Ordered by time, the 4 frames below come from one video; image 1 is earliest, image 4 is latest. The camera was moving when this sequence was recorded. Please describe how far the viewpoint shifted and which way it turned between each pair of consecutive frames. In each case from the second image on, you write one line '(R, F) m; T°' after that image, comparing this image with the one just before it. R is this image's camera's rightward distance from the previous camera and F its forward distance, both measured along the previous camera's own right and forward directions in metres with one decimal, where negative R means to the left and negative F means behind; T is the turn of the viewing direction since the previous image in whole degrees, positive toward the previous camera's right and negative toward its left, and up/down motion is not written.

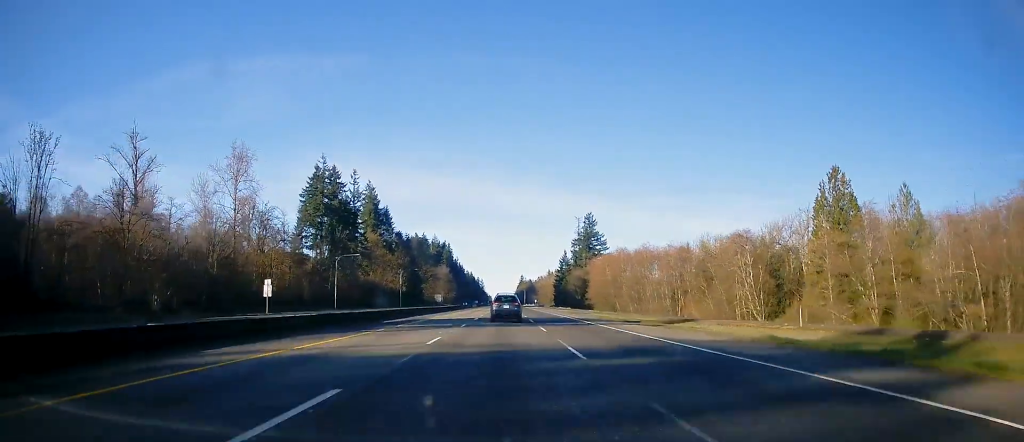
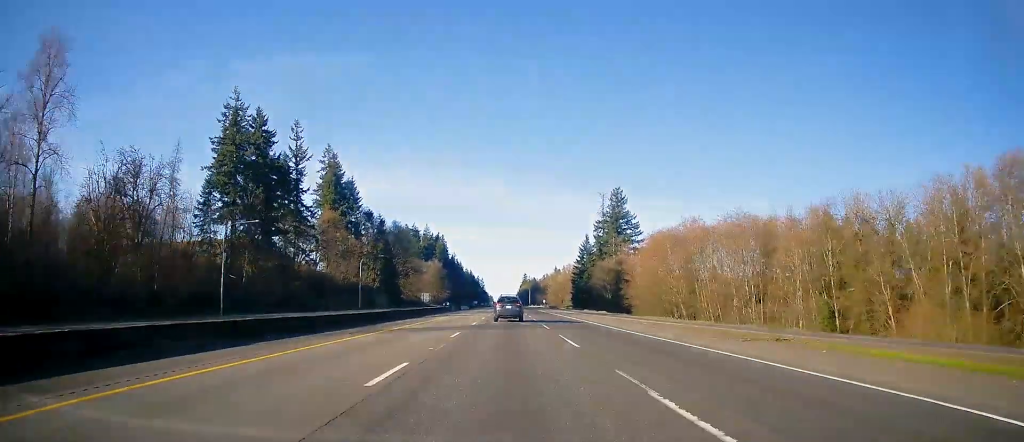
(+0.6, +57.6) m; +1°
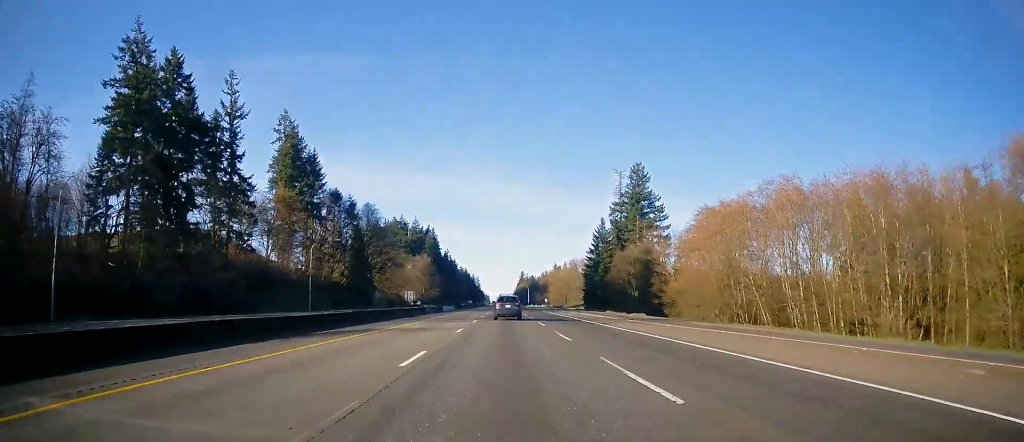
(+0.1, +34.2) m; 0°
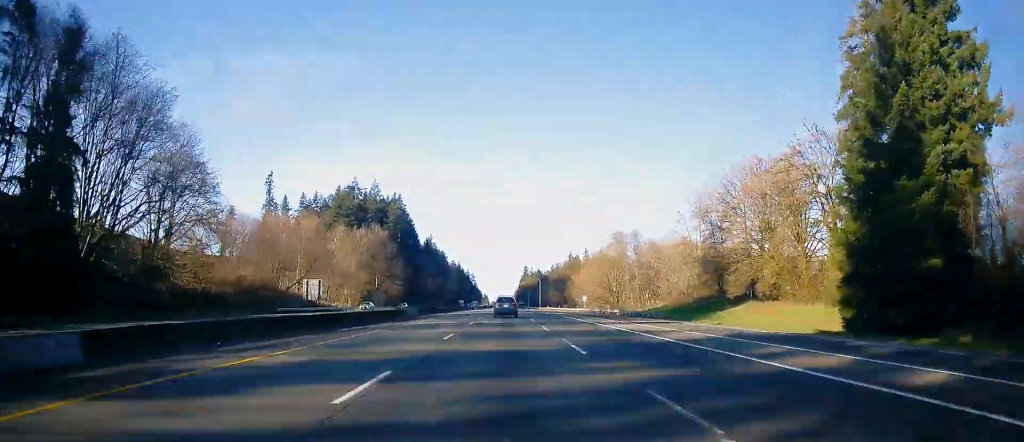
(-0.5, +113.8) m; 0°
